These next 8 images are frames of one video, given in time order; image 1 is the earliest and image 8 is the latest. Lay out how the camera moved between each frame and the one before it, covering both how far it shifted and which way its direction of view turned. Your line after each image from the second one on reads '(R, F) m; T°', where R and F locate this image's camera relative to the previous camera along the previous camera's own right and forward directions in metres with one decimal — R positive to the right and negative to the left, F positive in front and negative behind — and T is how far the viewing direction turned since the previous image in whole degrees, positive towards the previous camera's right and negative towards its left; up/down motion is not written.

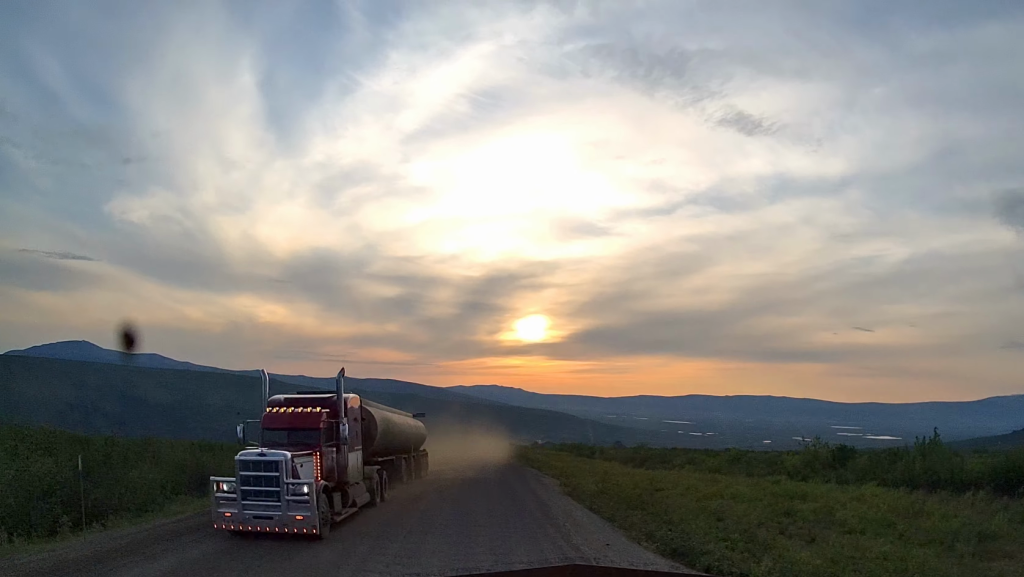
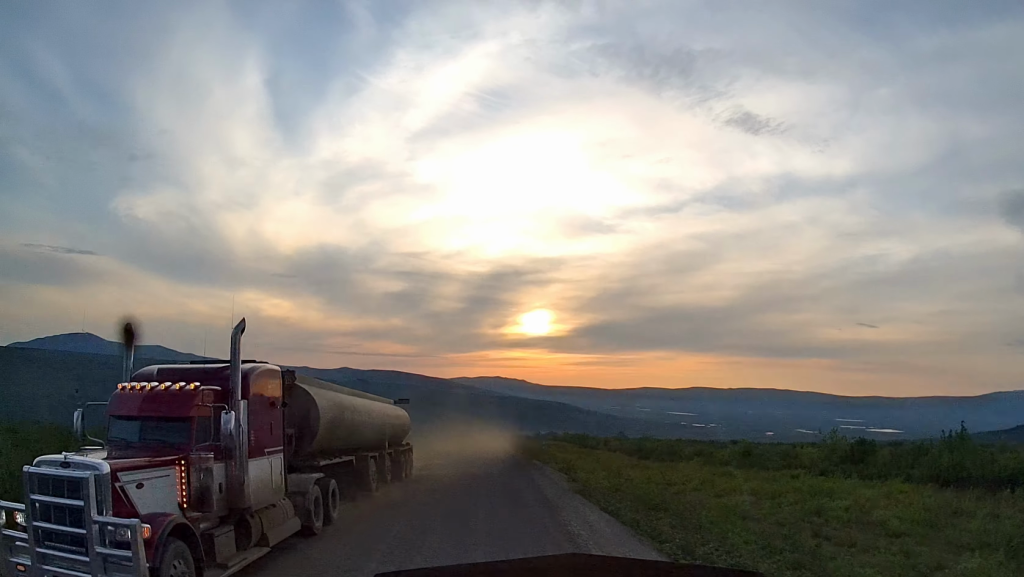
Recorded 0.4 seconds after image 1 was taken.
(+0.1, +4.0) m; -1°
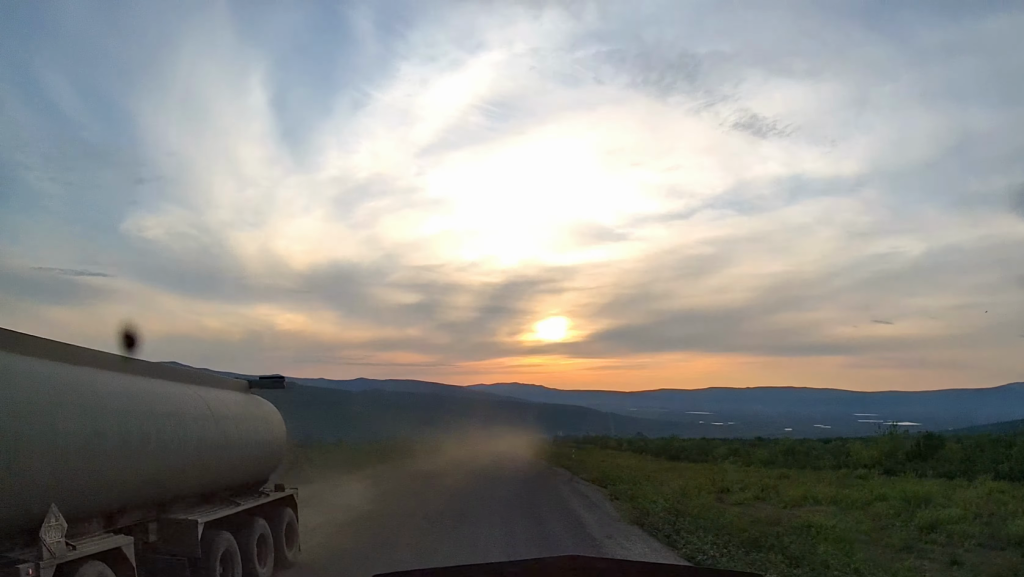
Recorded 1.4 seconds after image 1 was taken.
(-0.3, +9.8) m; -3°
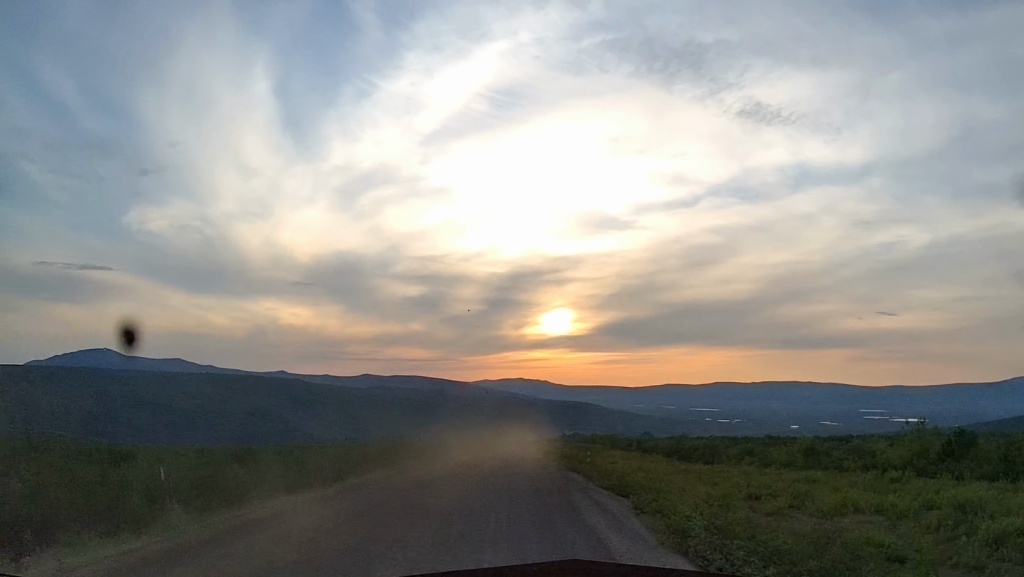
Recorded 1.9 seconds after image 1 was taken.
(-0.2, +4.0) m; -1°
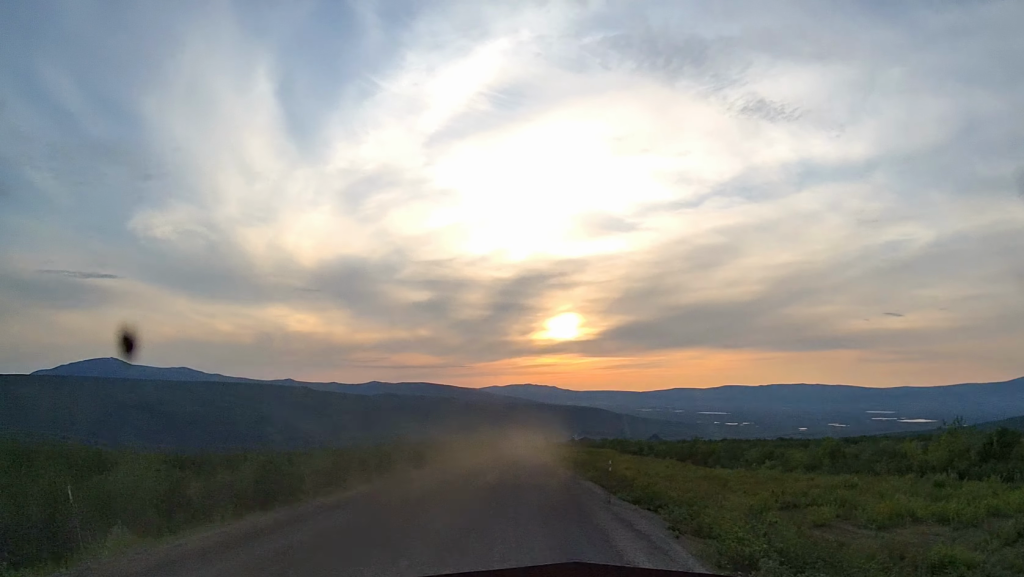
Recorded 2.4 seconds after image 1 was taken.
(+0.2, +4.4) m; 0°
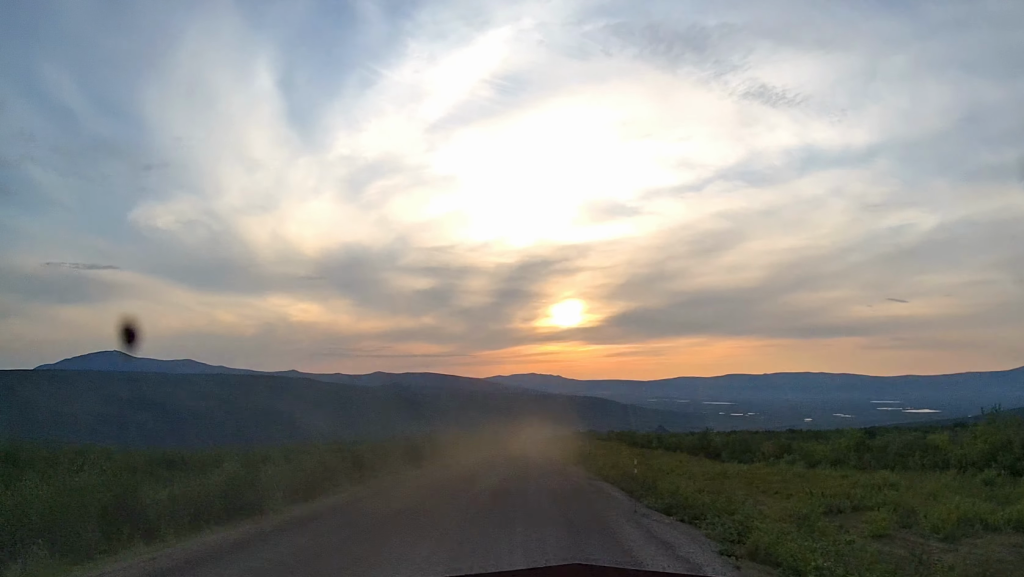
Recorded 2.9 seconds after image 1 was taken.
(+0.2, +4.3) m; 0°
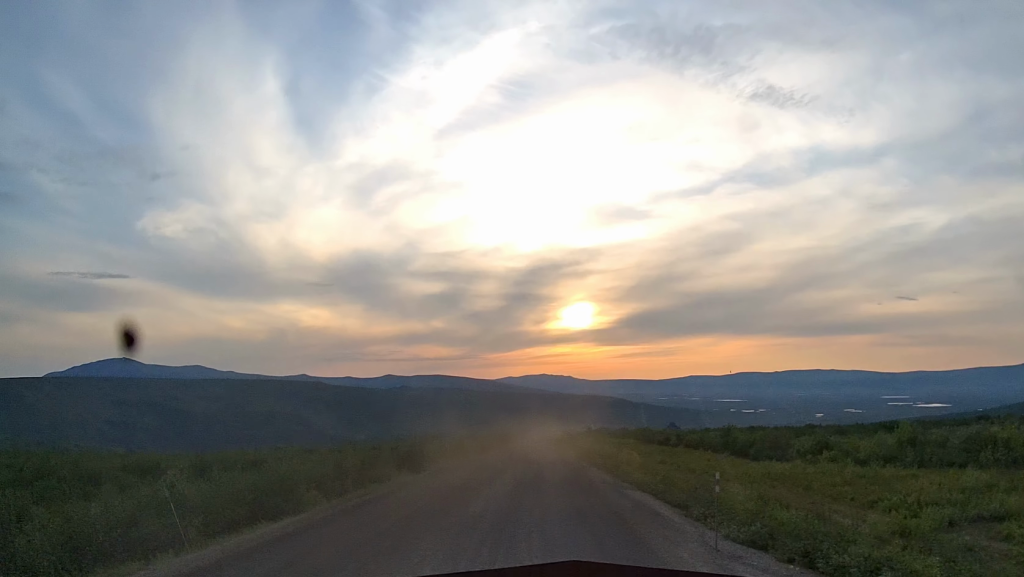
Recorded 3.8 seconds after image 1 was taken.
(-0.4, +7.2) m; 0°
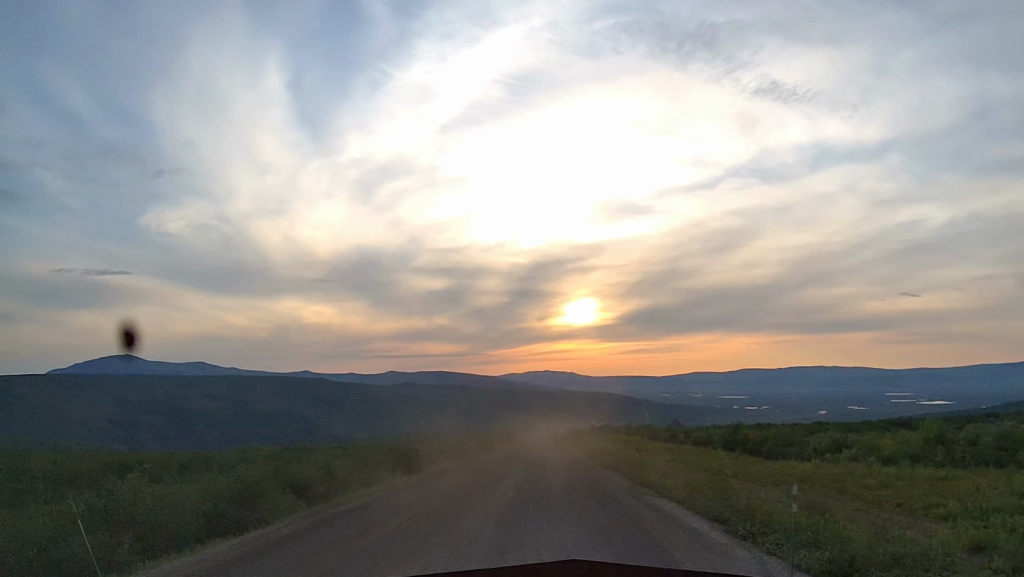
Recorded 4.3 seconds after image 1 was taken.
(+0.2, +3.4) m; -2°
